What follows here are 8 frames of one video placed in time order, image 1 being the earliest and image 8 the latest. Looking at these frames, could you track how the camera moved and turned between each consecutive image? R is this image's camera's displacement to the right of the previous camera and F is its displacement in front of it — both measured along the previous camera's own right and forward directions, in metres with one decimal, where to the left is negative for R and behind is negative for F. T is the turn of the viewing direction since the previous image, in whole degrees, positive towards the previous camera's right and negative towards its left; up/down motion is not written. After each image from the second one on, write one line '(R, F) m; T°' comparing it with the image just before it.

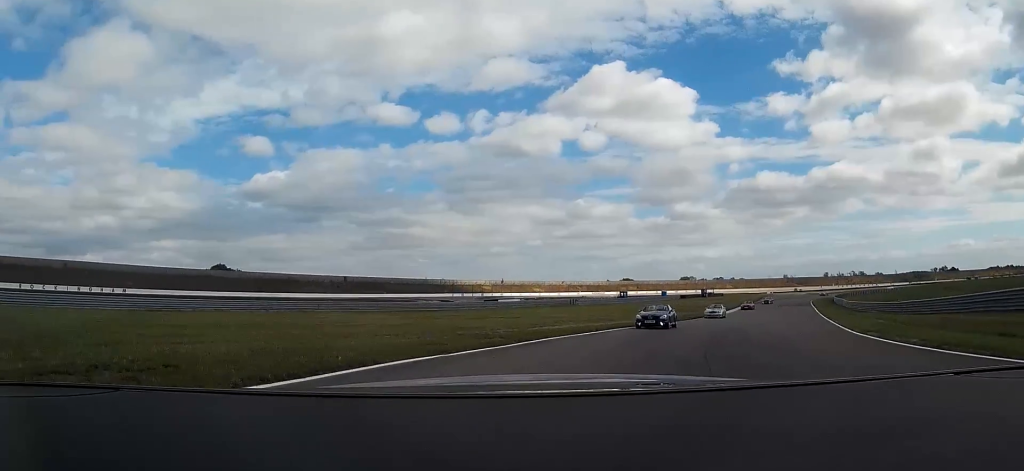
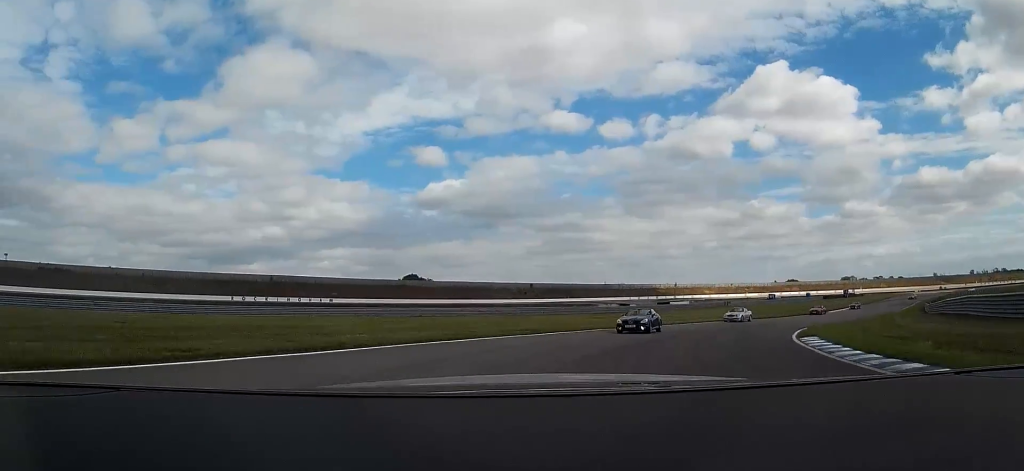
(-4.5, +24.1) m; -18°
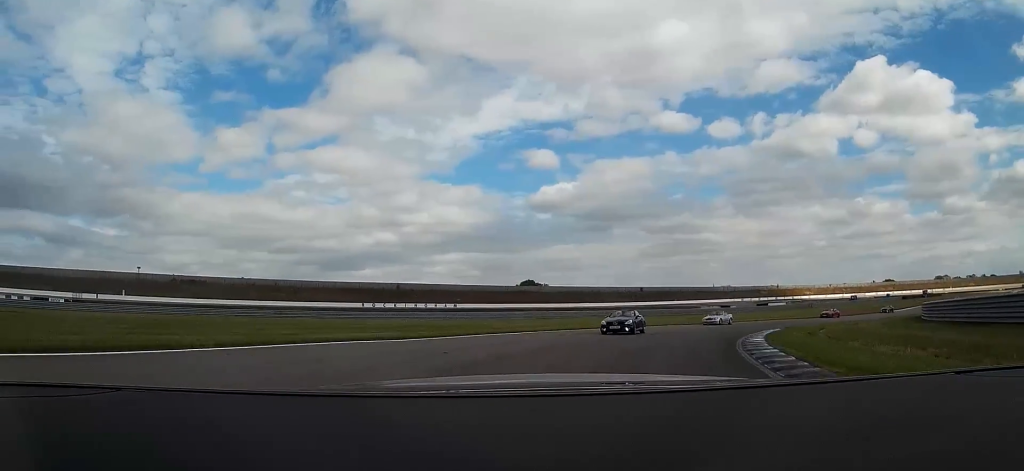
(-1.0, +16.9) m; -8°
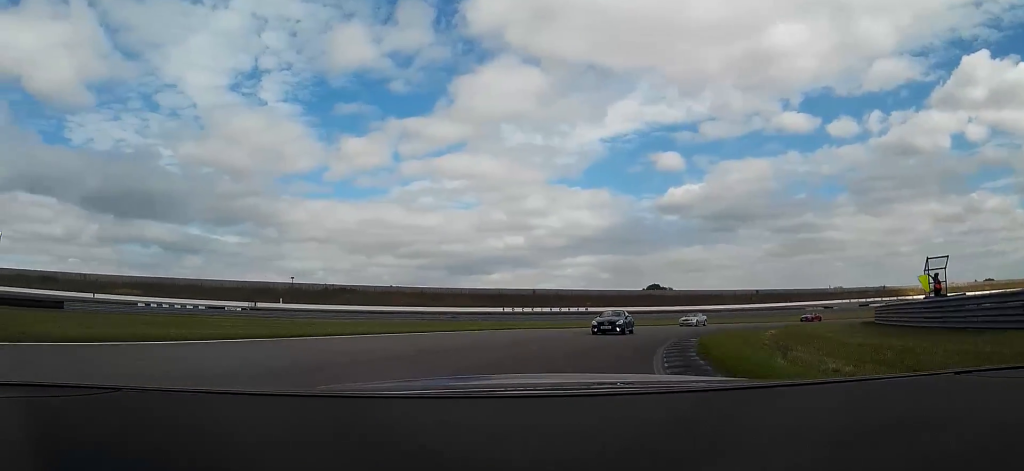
(-2.2, +21.4) m; -14°
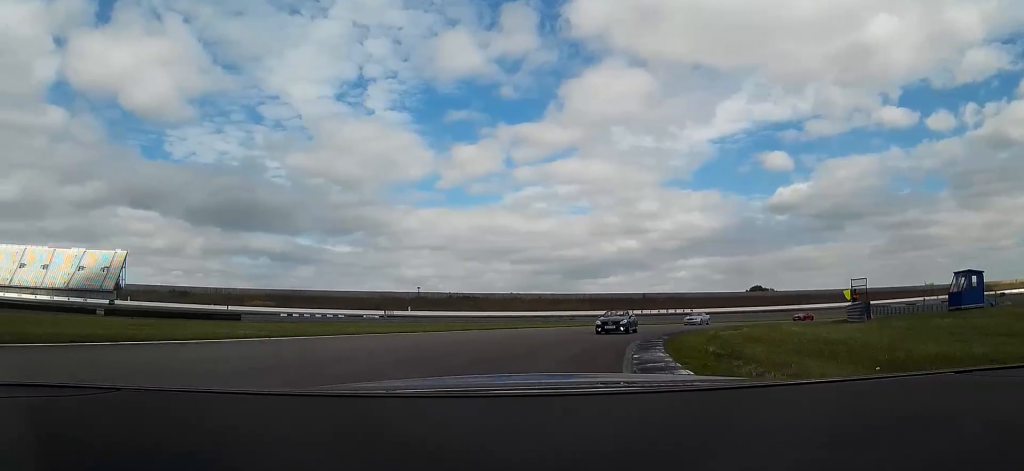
(-2.2, +17.9) m; -10°
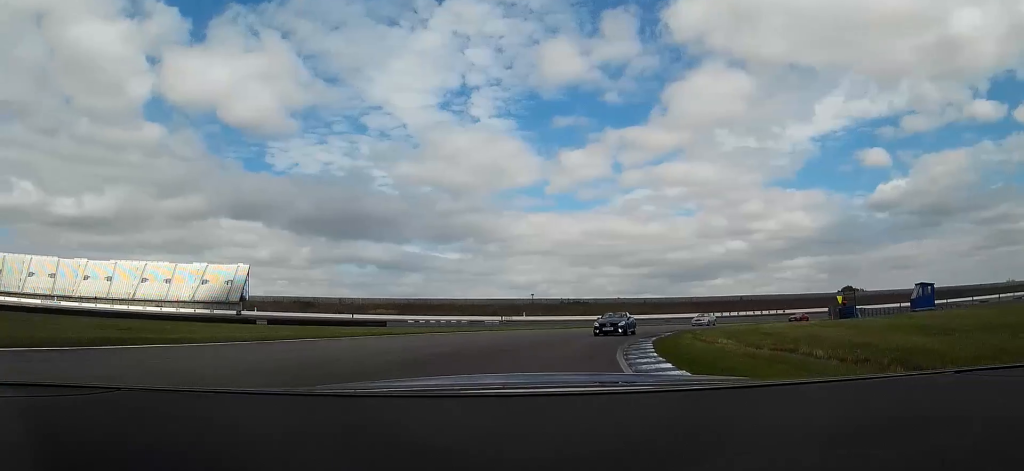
(-1.4, +17.9) m; -9°
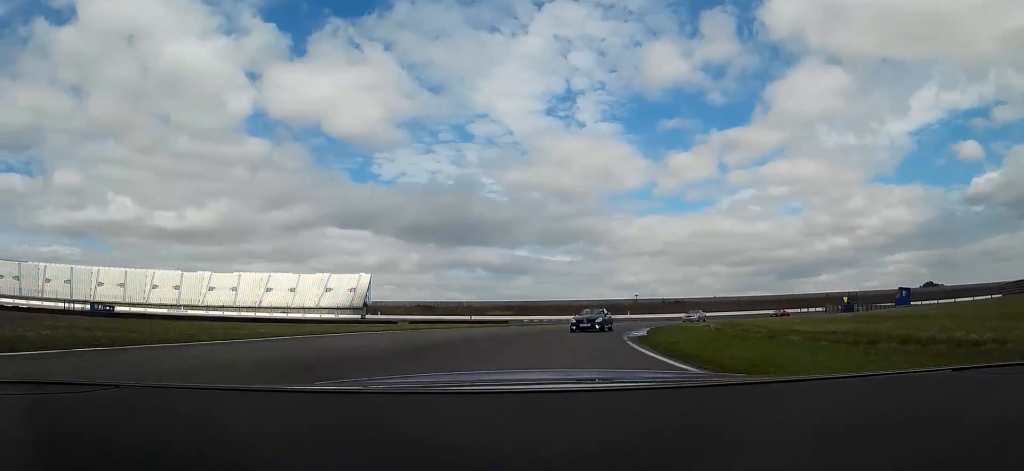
(-2.1, +21.2) m; -11°
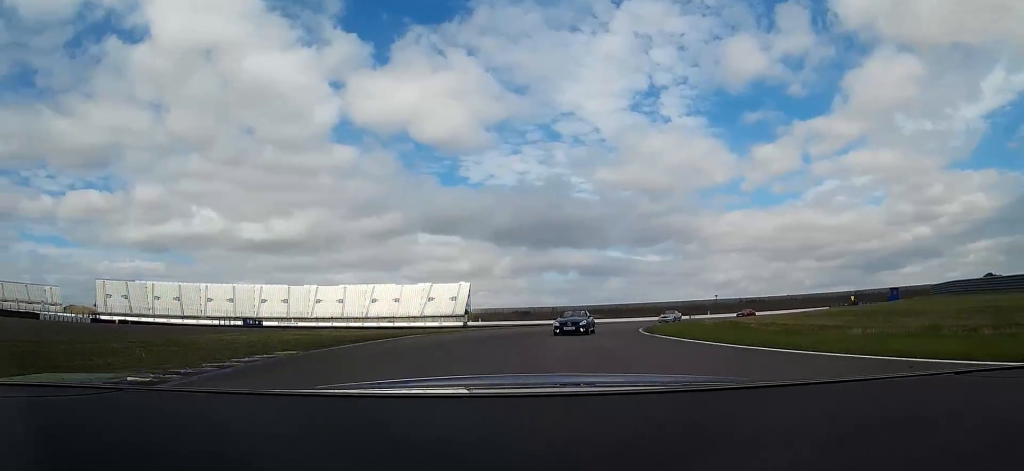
(-1.9, +22.9) m; -8°
